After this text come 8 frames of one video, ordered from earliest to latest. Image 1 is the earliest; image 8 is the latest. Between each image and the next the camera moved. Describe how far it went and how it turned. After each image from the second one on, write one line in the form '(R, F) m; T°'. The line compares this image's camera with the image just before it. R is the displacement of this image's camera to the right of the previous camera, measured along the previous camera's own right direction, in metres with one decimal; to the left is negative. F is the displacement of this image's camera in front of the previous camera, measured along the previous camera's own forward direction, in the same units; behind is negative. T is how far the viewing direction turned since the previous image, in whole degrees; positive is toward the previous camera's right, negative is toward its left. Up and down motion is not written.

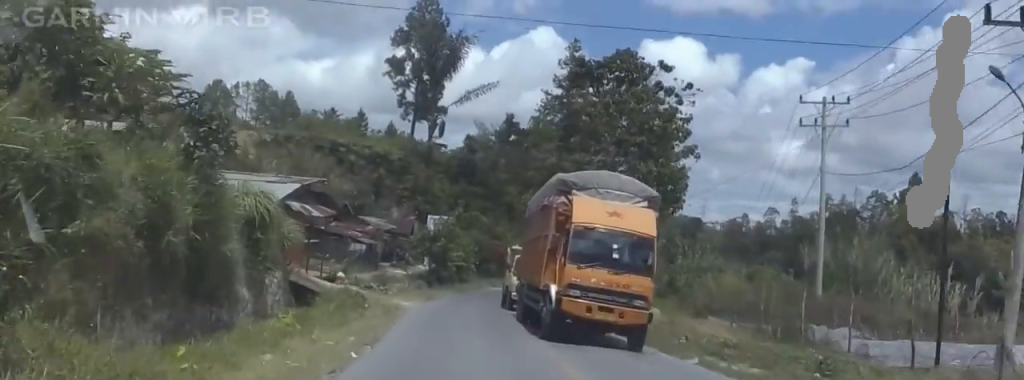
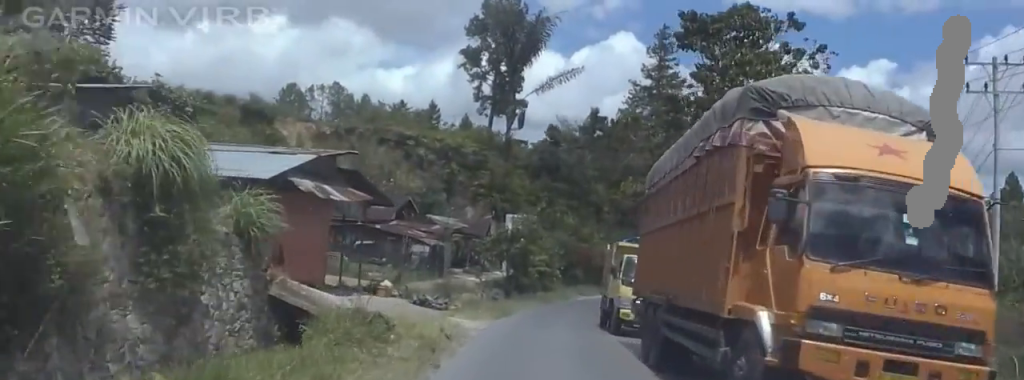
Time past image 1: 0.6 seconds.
(-0.3, +8.5) m; -2°
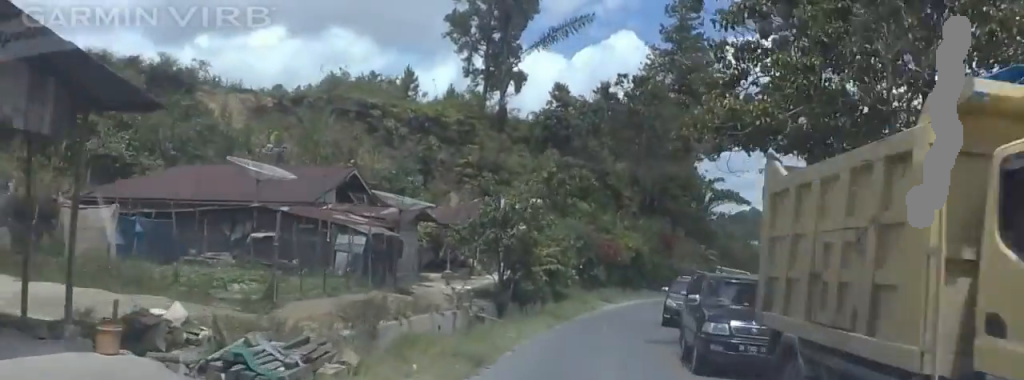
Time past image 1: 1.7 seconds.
(0.0, +16.0) m; 0°
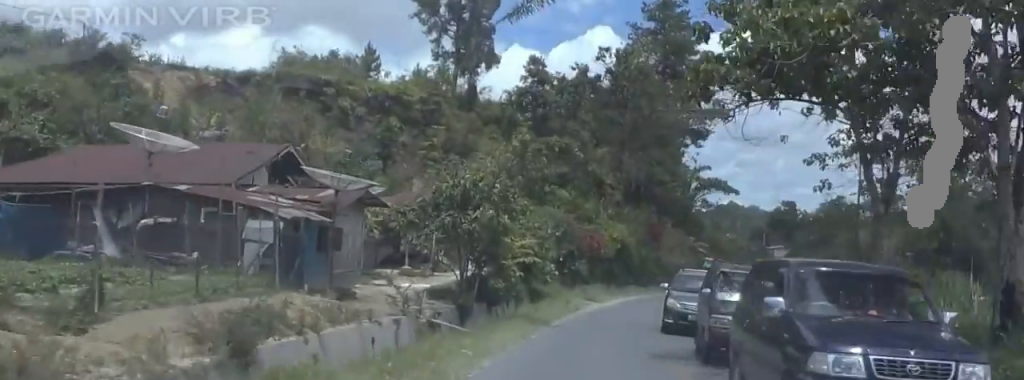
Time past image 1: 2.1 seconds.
(0.0, +5.7) m; 0°
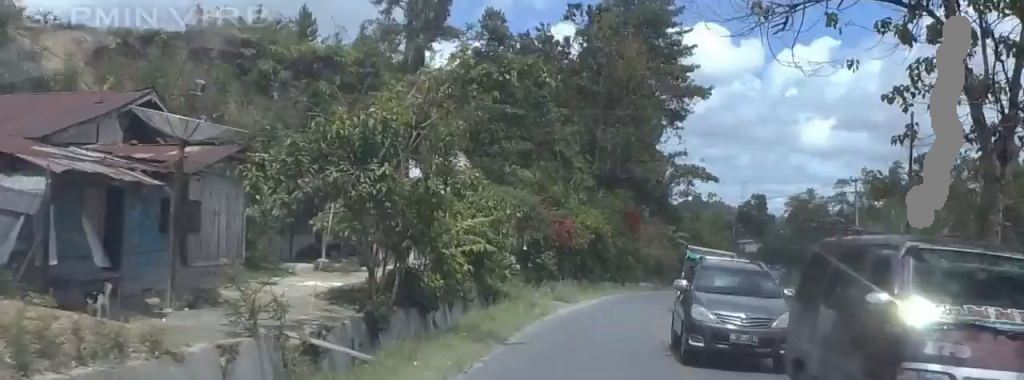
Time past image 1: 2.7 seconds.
(0.0, +8.0) m; 0°
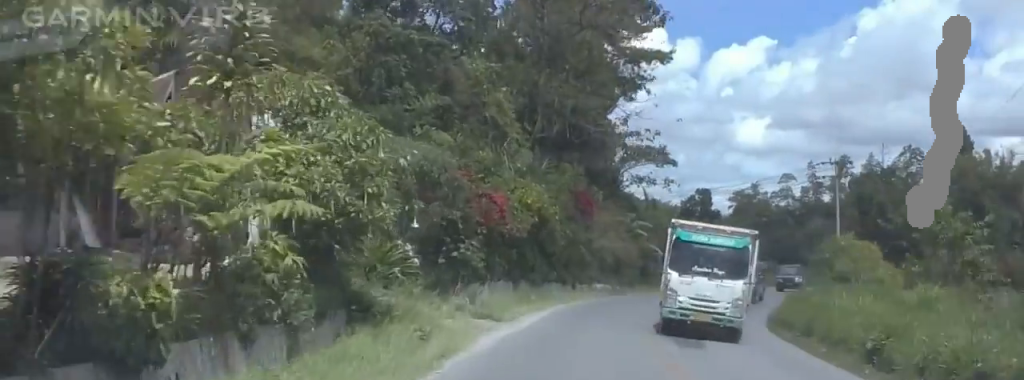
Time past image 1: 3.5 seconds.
(0.0, +12.0) m; +1°
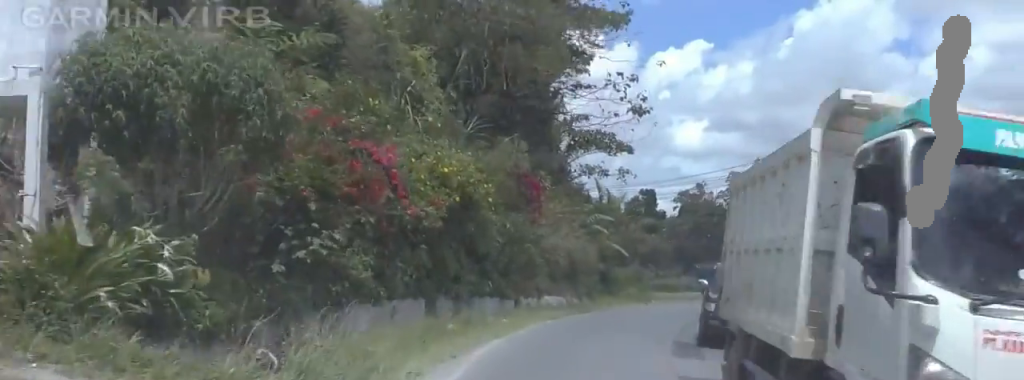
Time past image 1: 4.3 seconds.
(-0.2, +10.9) m; +6°
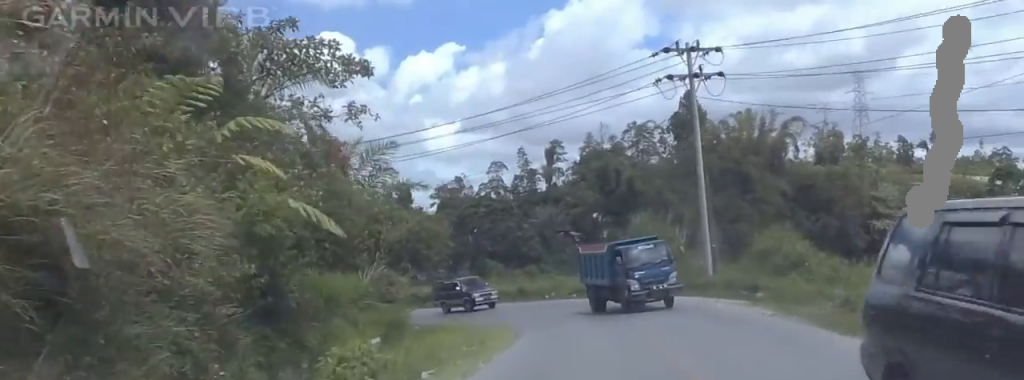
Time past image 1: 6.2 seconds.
(+4.1, +27.0) m; +9°
